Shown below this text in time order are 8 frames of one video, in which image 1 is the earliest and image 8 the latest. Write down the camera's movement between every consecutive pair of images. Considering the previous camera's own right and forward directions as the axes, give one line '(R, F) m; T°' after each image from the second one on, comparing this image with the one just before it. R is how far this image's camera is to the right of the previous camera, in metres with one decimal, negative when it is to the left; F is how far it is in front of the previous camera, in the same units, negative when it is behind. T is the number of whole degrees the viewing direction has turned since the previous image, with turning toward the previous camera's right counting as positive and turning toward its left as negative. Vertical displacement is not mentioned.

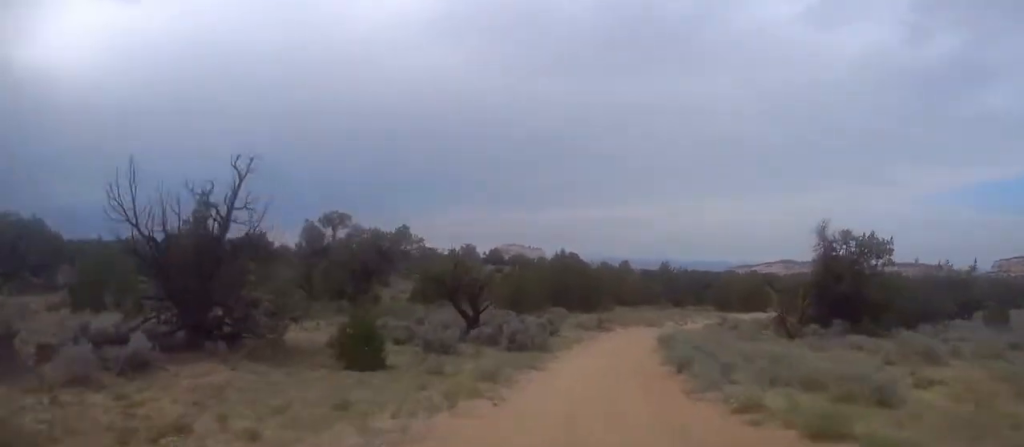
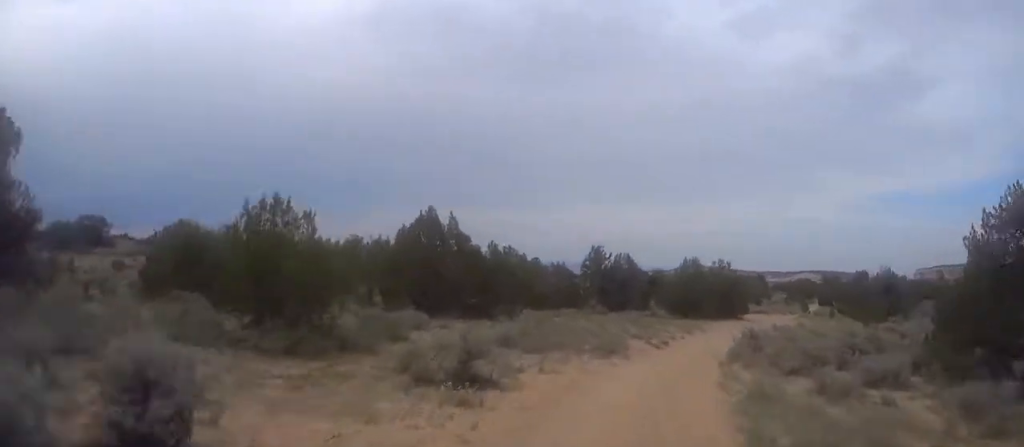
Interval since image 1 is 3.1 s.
(-0.5, +26.6) m; +2°
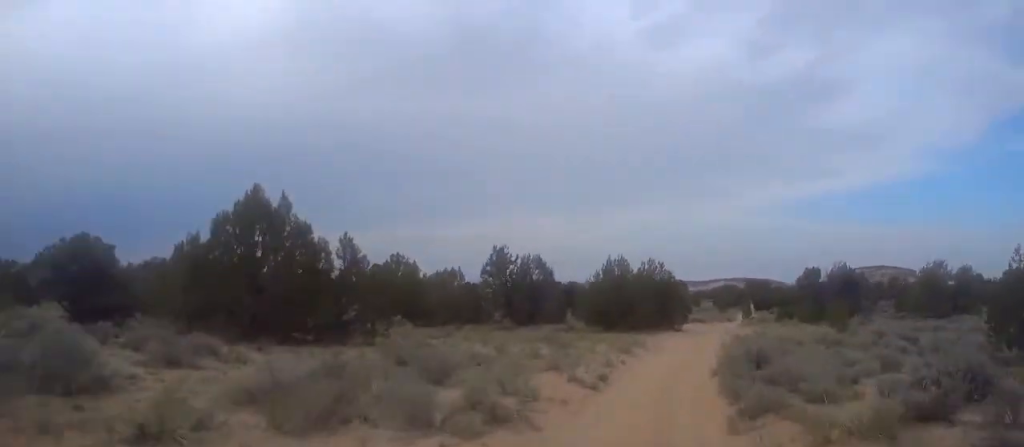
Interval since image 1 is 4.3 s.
(+0.2, +10.8) m; +6°
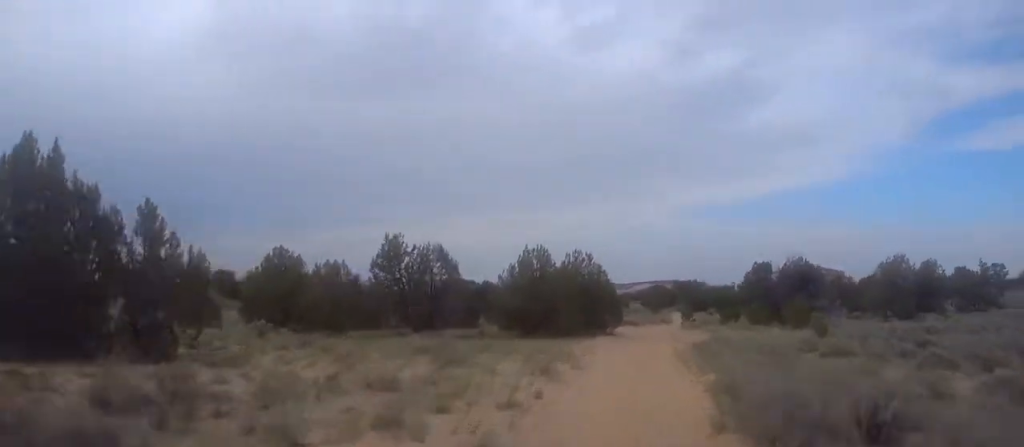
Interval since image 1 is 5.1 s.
(-0.5, +8.3) m; +5°
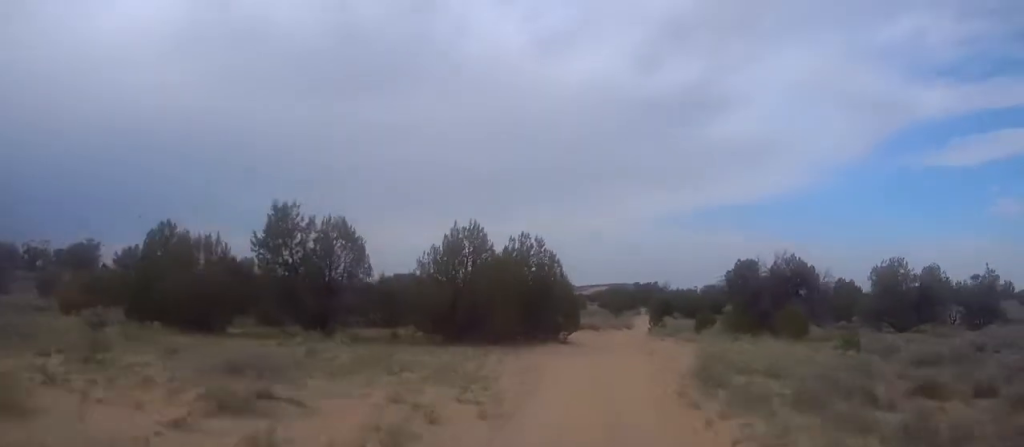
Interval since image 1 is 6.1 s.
(+1.4, +9.3) m; +5°
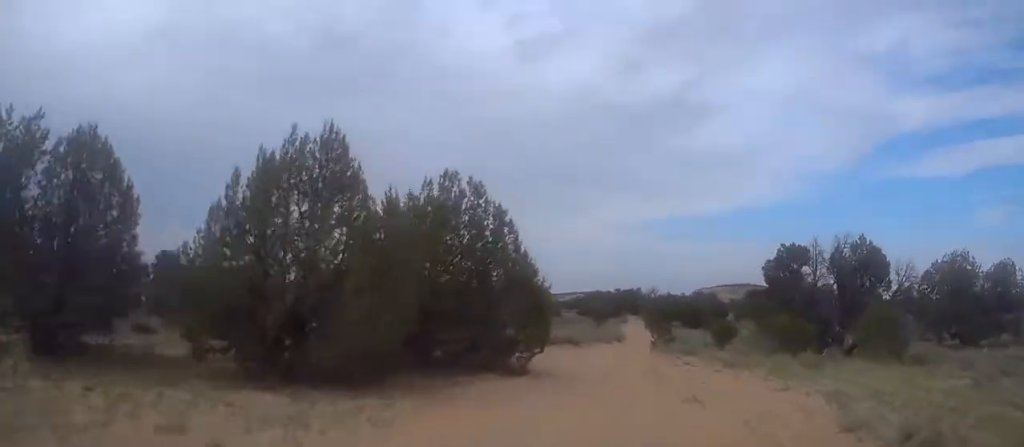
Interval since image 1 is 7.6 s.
(+1.3, +15.5) m; +6°
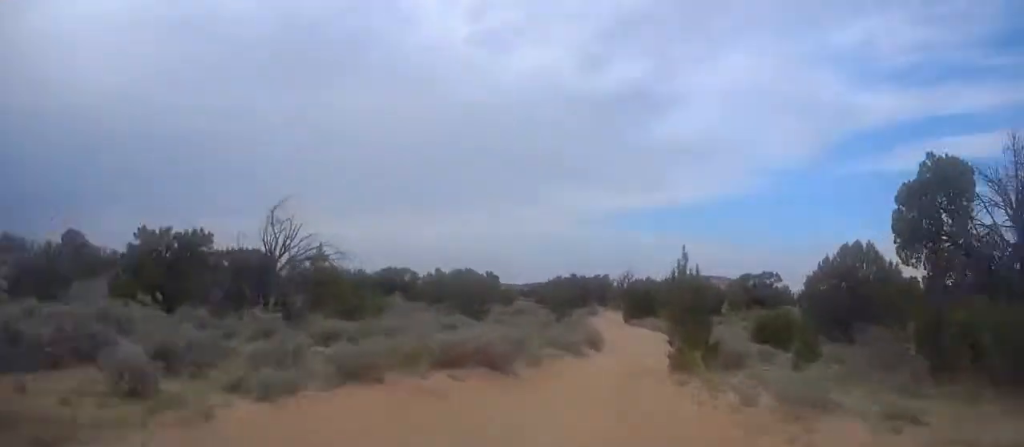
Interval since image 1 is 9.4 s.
(+0.5, +18.7) m; +3°
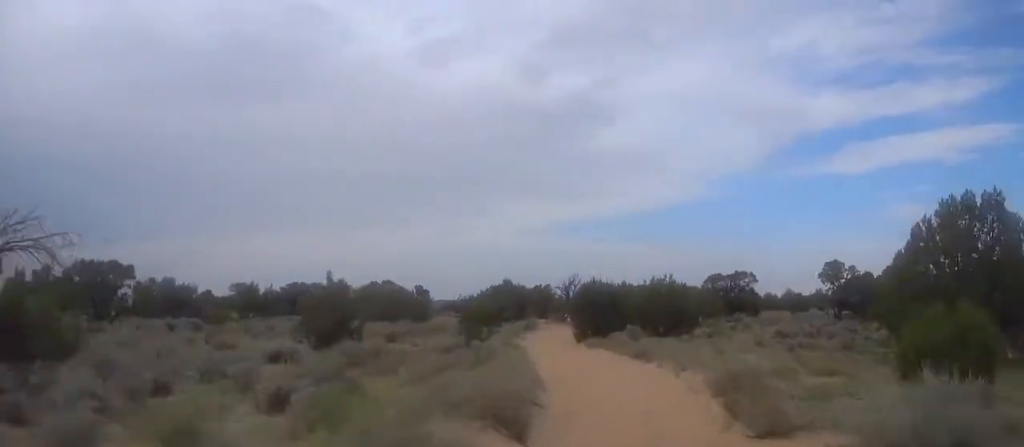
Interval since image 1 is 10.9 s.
(+0.5, +16.2) m; +1°
